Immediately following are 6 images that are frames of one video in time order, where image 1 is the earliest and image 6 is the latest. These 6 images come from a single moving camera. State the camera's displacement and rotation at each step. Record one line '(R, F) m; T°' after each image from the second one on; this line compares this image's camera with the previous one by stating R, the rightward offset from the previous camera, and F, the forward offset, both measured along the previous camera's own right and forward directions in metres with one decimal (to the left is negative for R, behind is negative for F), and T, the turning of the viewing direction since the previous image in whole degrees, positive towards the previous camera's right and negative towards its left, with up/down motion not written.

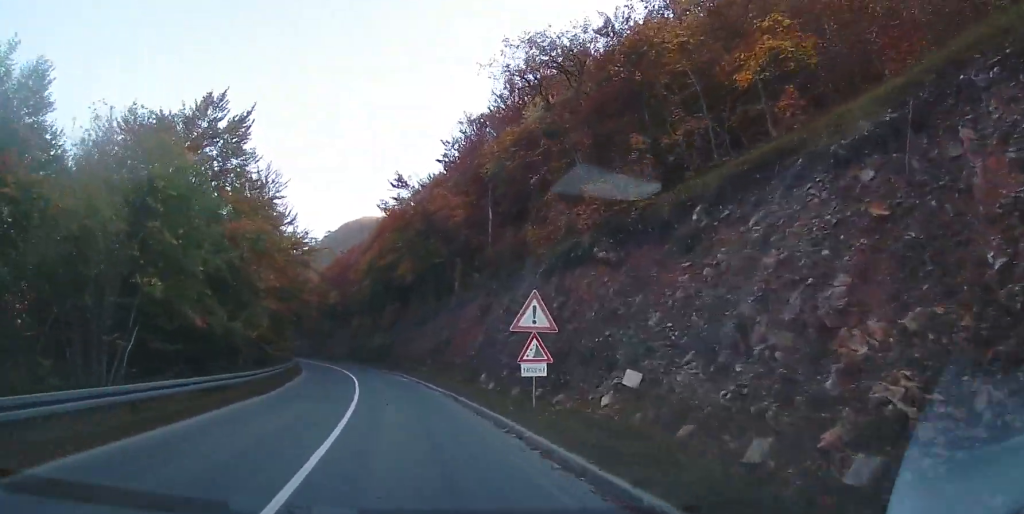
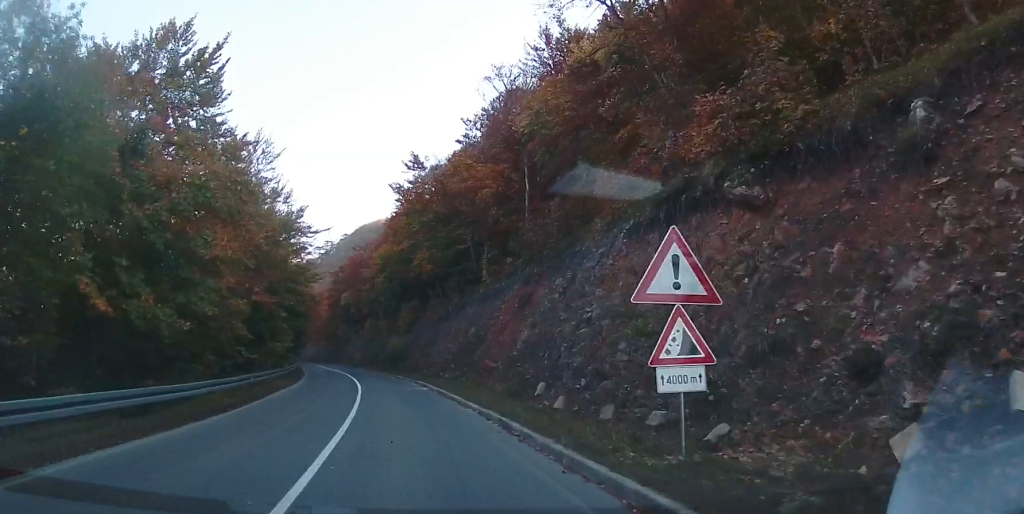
(+0.1, +7.7) m; -2°
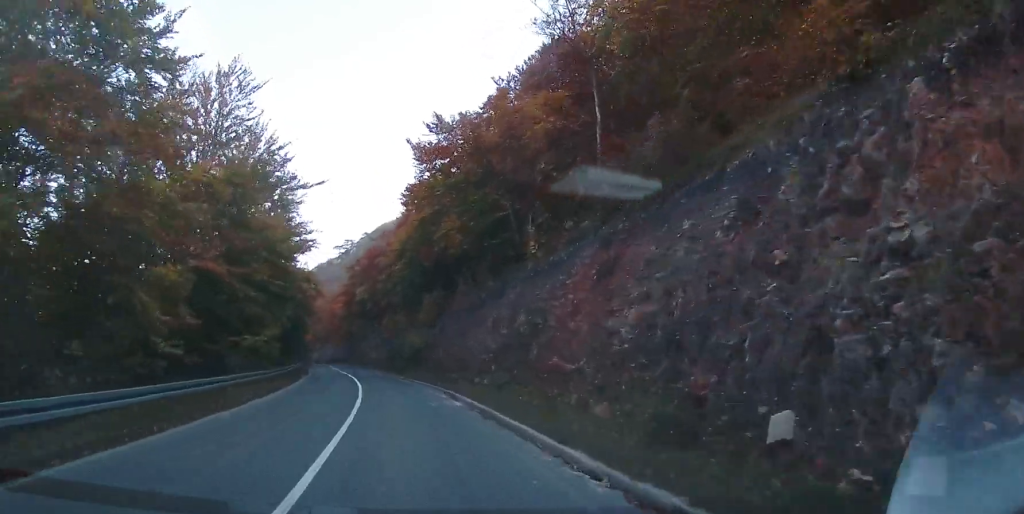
(-0.4, +9.8) m; -2°
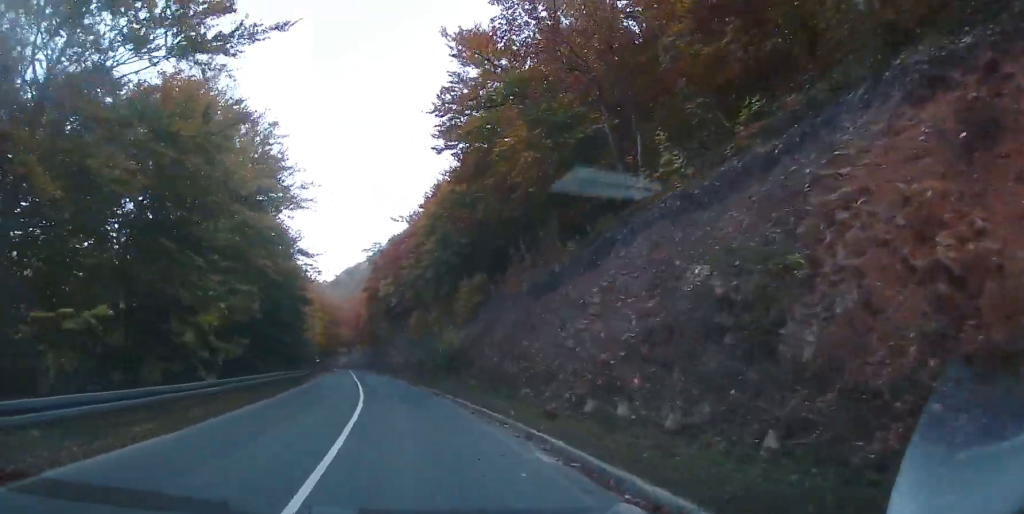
(-0.2, +13.6) m; -2°
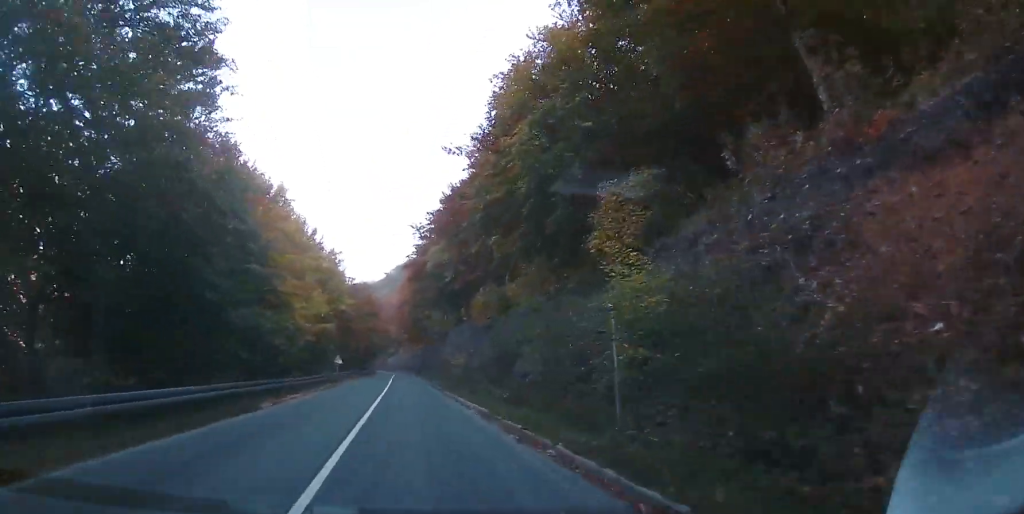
(-0.9, +23.8) m; -4°
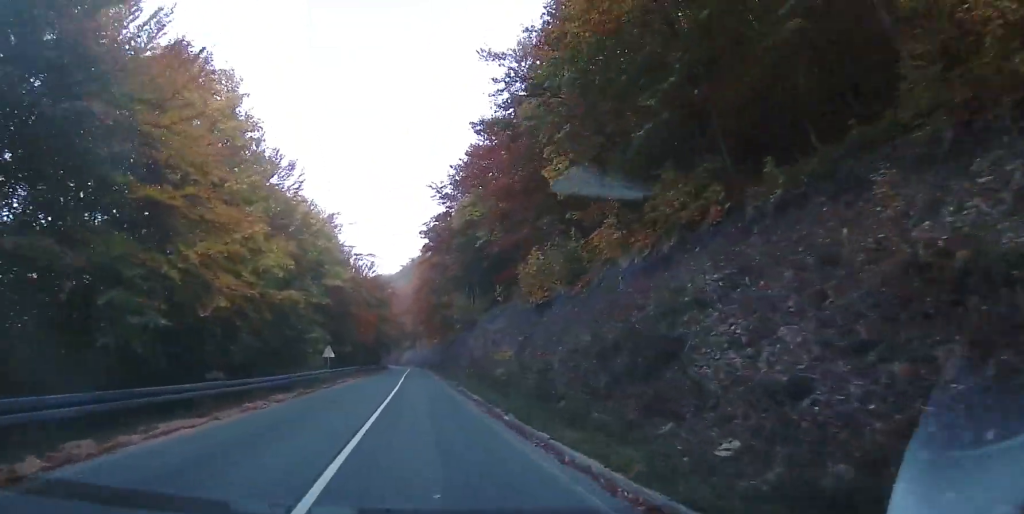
(0.0, +15.1) m; -2°
